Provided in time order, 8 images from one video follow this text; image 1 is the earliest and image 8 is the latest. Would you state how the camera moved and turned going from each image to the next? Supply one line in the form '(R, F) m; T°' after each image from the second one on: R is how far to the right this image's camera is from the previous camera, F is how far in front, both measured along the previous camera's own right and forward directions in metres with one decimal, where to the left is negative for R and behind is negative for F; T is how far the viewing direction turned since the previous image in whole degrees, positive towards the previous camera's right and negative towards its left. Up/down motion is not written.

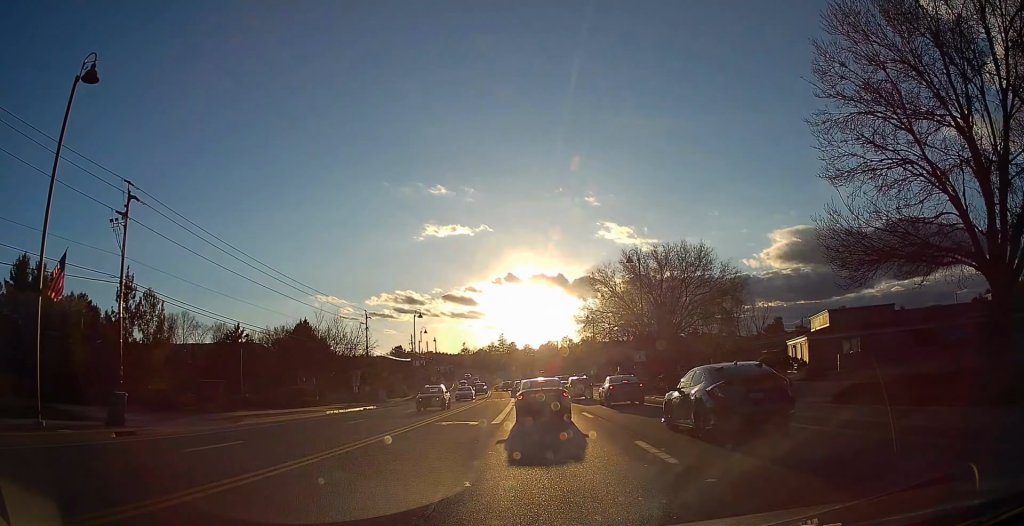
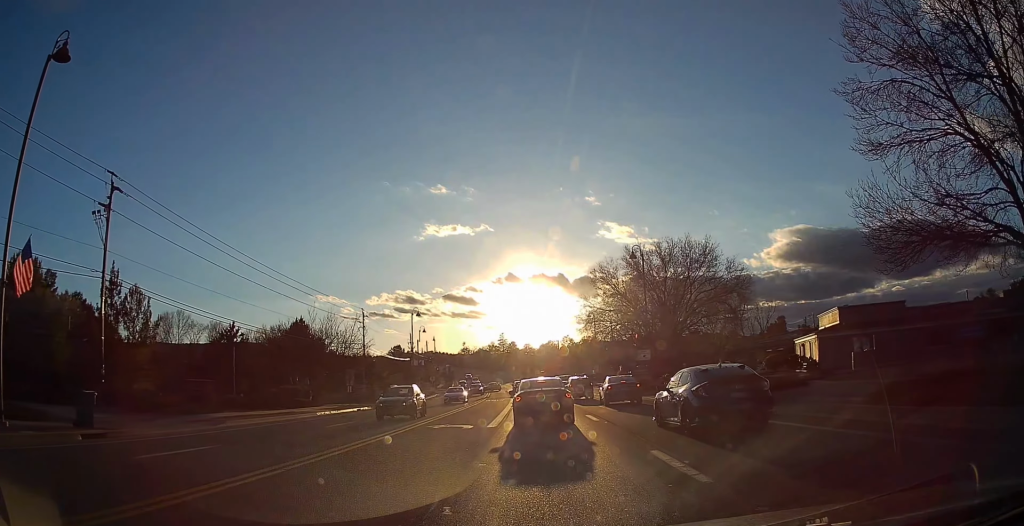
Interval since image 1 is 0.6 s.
(0.0, +2.2) m; +1°
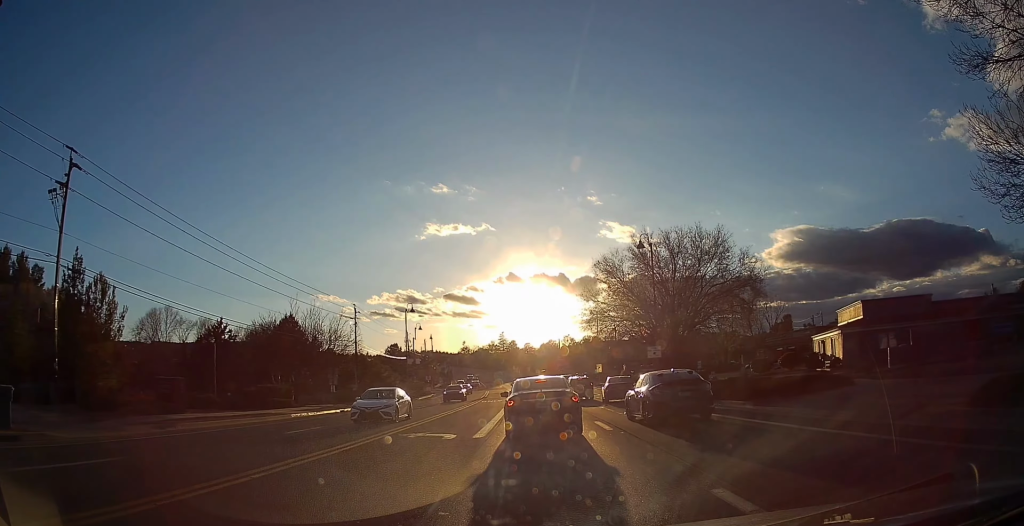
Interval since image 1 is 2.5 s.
(+0.2, +3.4) m; +1°
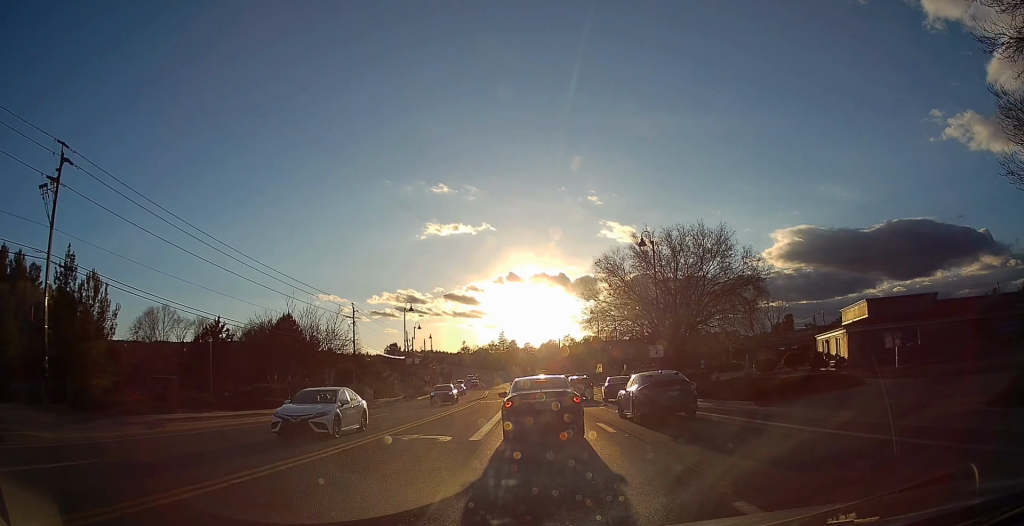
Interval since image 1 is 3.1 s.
(0.0, +0.2) m; 0°
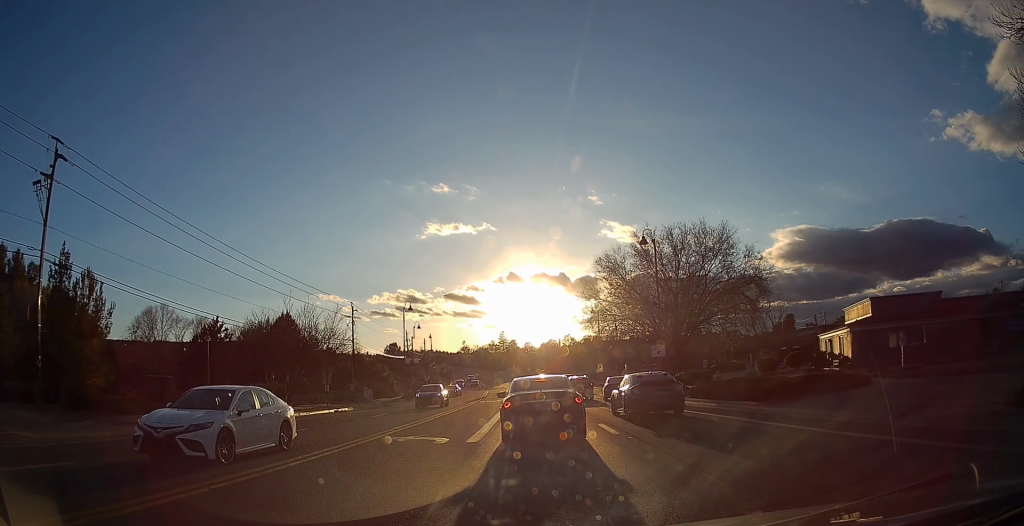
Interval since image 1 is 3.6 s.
(-0.1, +0.2) m; 0°
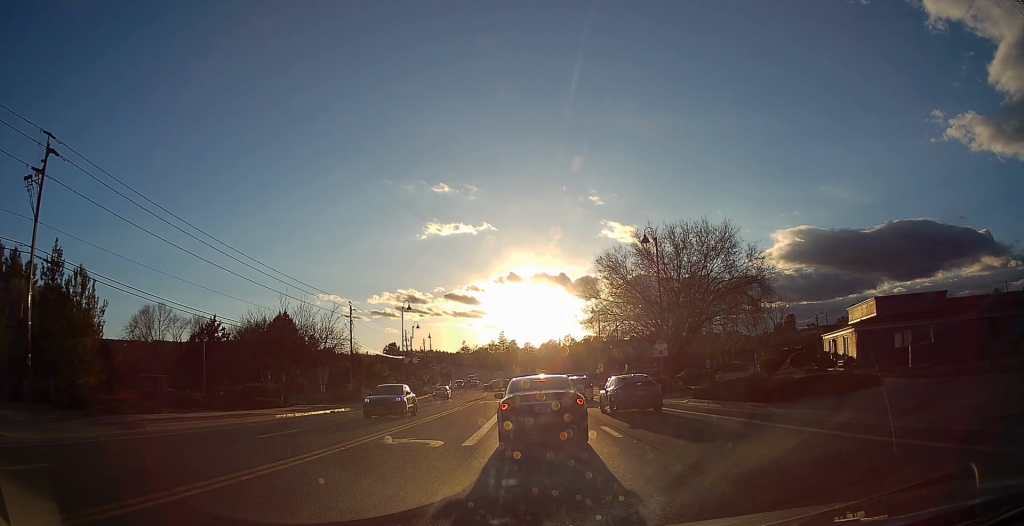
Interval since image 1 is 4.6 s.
(-0.4, +0.5) m; 0°
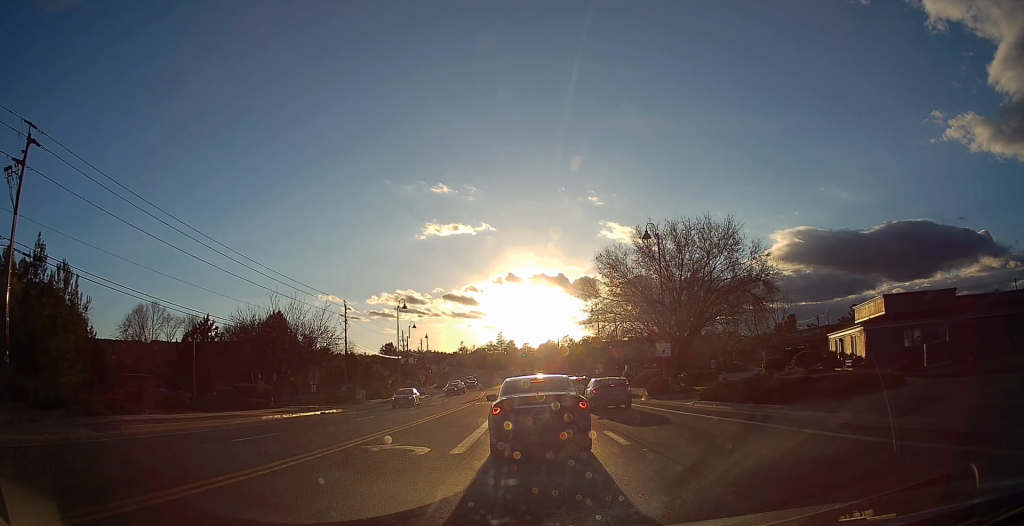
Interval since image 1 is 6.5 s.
(-0.2, +1.2) m; 0°
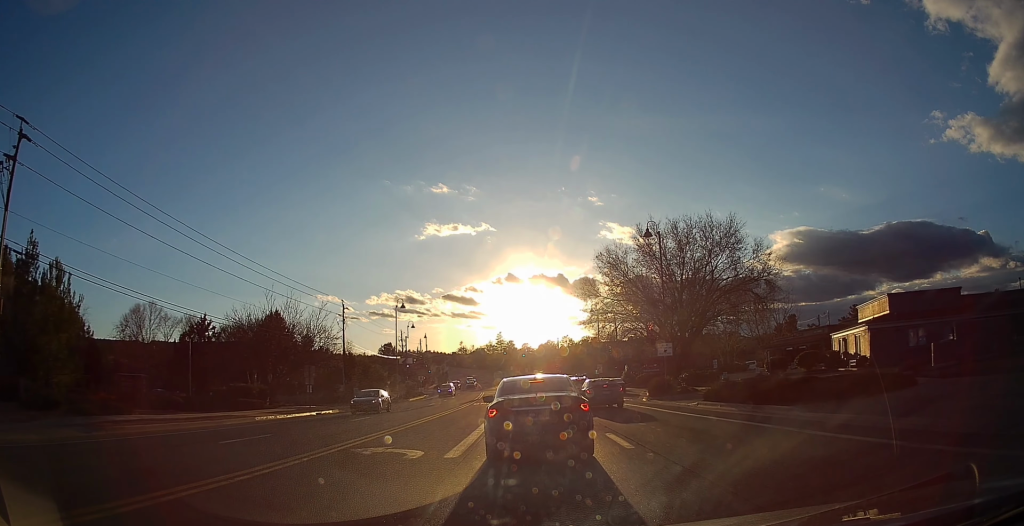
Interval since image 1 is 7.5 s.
(+0.1, +0.5) m; 0°
